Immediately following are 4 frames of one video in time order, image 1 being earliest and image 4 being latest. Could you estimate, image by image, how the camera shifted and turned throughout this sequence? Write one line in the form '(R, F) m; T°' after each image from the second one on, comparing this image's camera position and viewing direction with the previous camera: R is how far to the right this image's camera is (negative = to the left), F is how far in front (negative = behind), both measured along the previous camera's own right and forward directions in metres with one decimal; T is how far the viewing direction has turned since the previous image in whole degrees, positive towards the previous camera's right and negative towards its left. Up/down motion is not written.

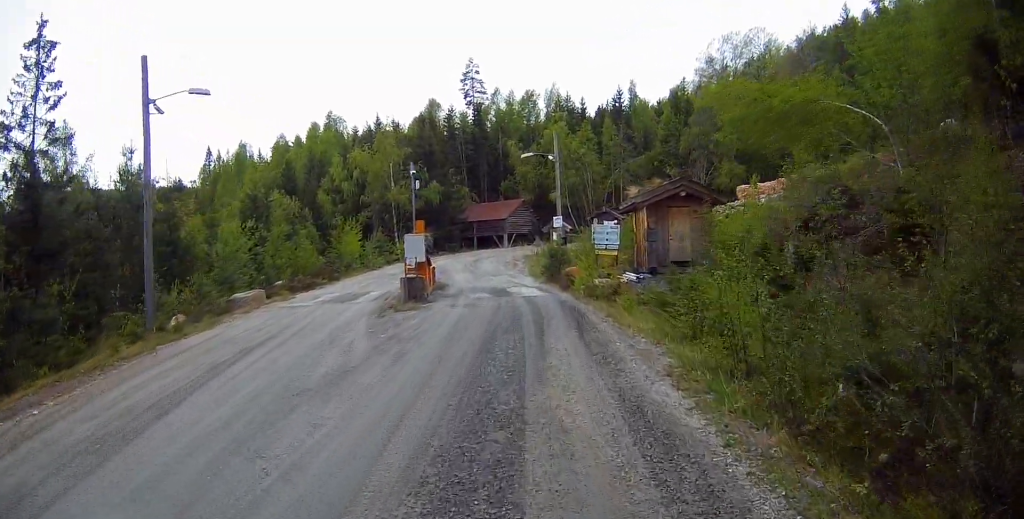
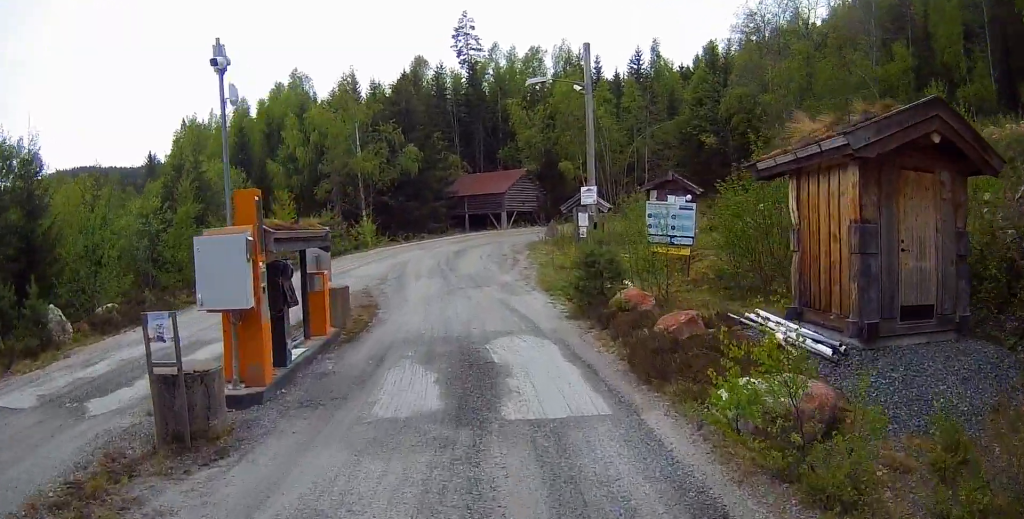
(-0.3, +13.0) m; -7°
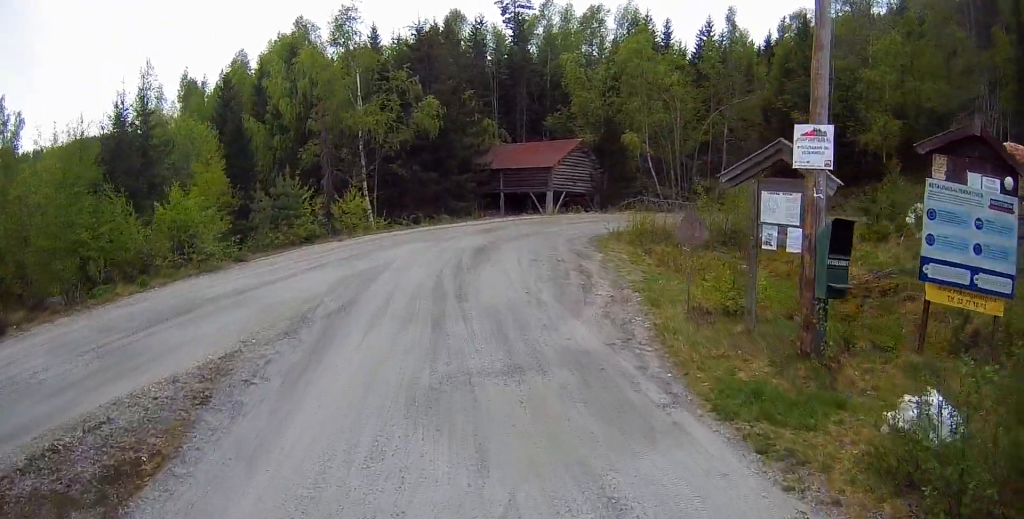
(-0.6, +12.1) m; -4°
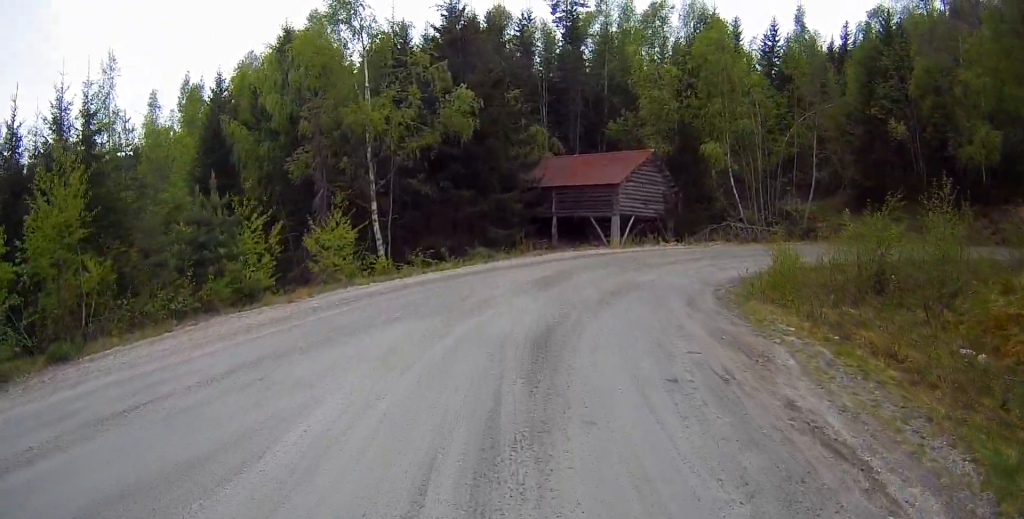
(-0.4, +9.5) m; -3°
